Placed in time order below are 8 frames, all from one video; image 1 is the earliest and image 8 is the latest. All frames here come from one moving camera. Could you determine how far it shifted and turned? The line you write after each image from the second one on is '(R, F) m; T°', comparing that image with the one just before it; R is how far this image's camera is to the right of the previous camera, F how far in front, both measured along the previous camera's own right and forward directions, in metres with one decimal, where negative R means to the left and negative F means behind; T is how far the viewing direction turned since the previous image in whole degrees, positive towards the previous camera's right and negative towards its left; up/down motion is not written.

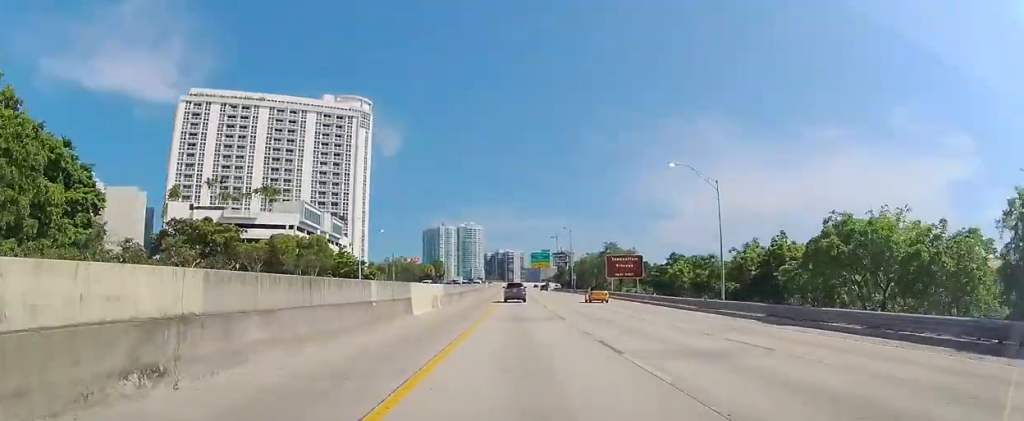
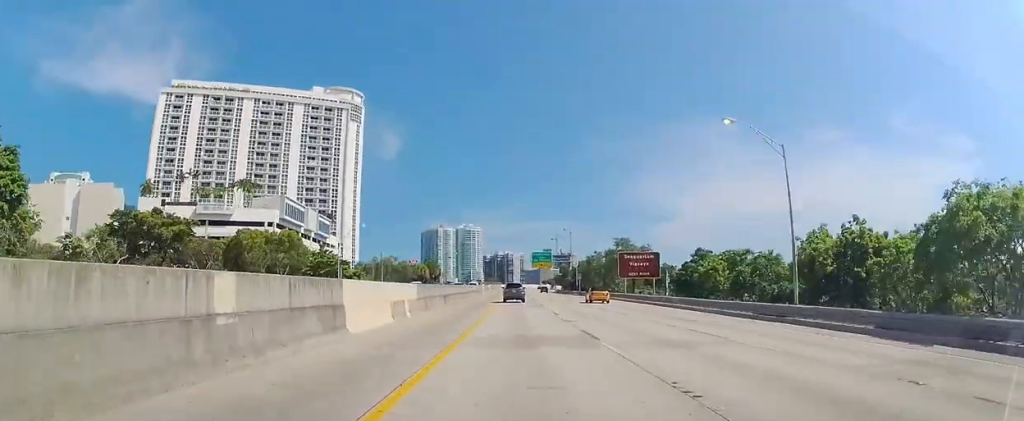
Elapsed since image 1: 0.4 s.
(0.0, +9.7) m; 0°
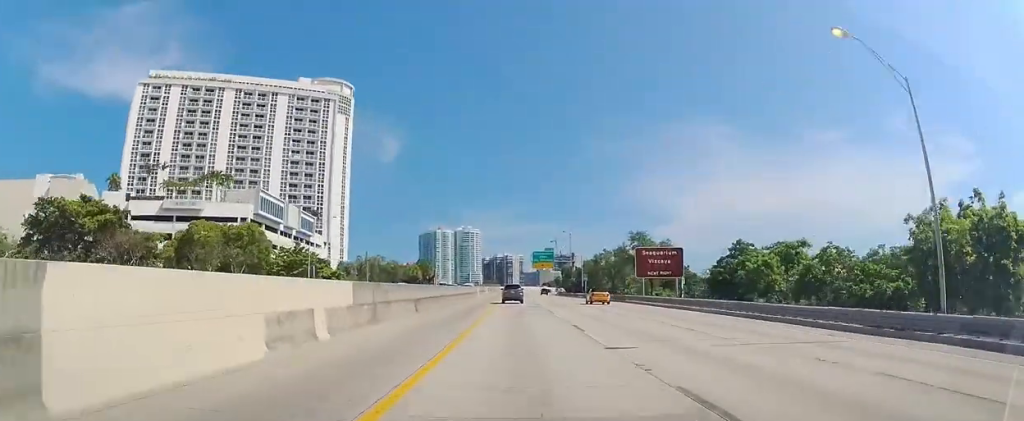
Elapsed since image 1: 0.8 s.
(-0.1, +10.5) m; +1°
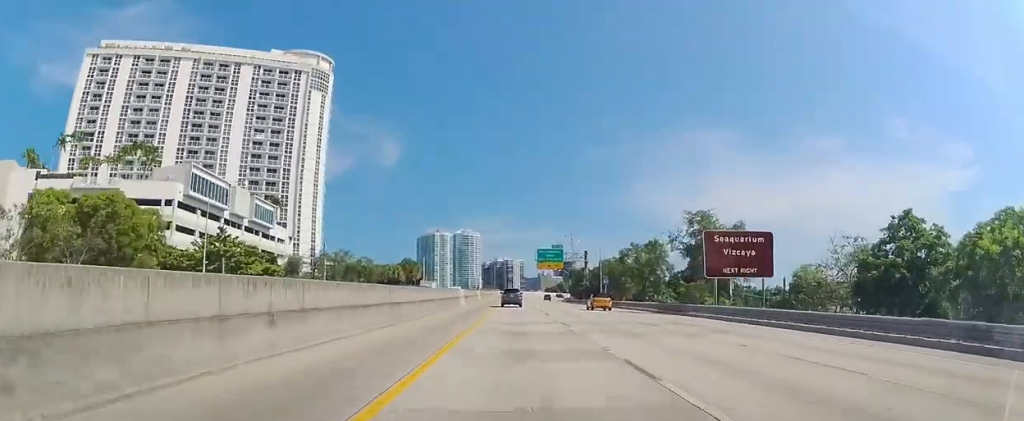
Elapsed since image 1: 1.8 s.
(+0.3, +22.3) m; +2°
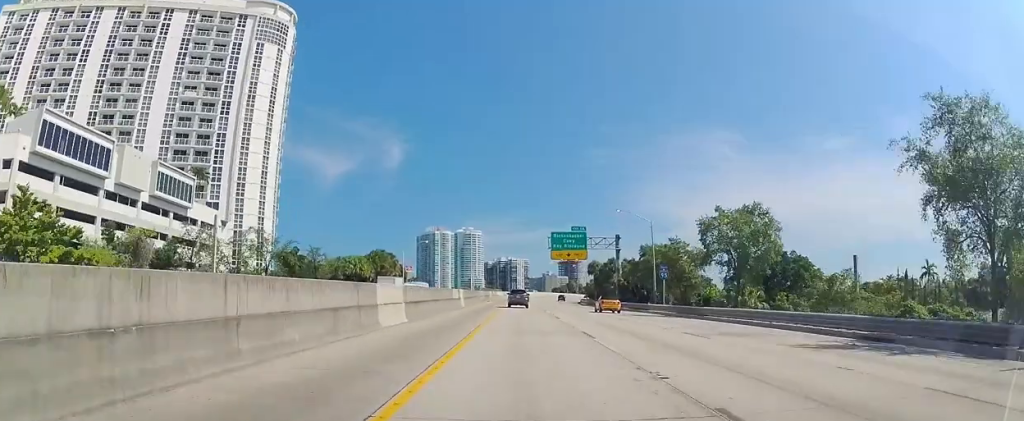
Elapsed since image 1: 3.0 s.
(+0.7, +30.0) m; +1°
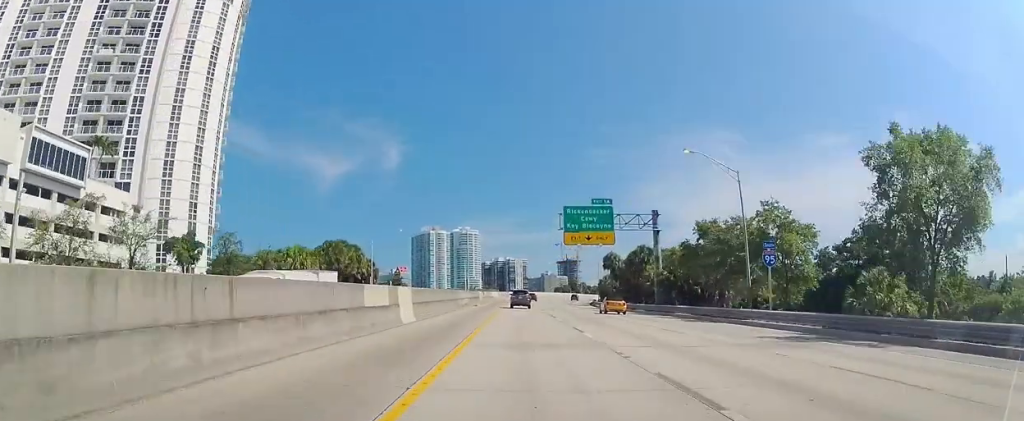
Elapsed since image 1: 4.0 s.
(-0.4, +22.7) m; -1°
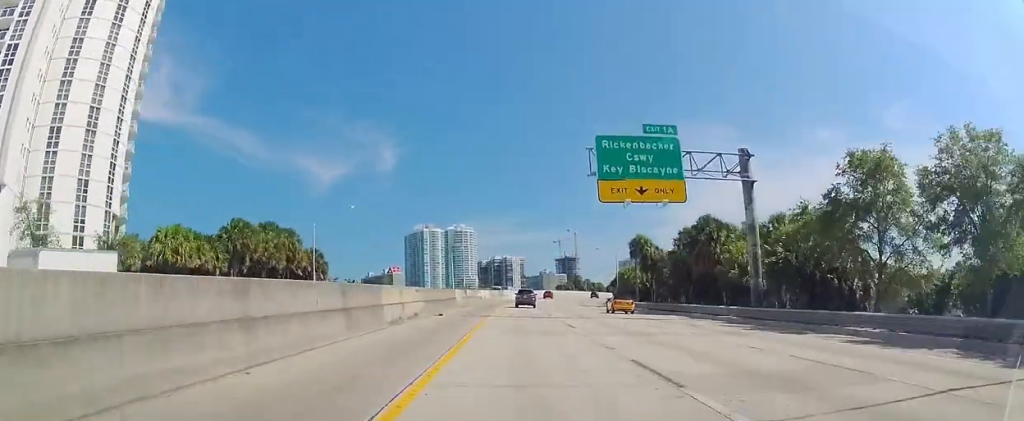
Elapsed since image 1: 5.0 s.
(-0.1, +24.2) m; 0°
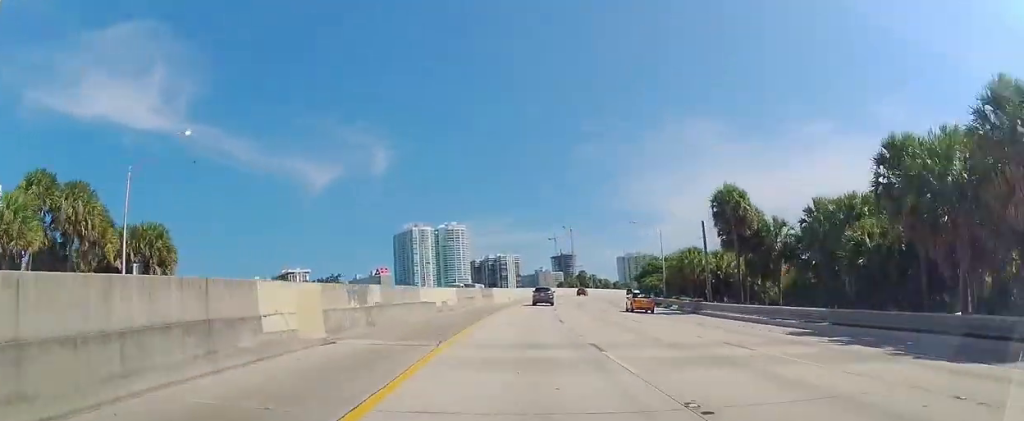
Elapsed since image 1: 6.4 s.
(0.0, +32.5) m; 0°
